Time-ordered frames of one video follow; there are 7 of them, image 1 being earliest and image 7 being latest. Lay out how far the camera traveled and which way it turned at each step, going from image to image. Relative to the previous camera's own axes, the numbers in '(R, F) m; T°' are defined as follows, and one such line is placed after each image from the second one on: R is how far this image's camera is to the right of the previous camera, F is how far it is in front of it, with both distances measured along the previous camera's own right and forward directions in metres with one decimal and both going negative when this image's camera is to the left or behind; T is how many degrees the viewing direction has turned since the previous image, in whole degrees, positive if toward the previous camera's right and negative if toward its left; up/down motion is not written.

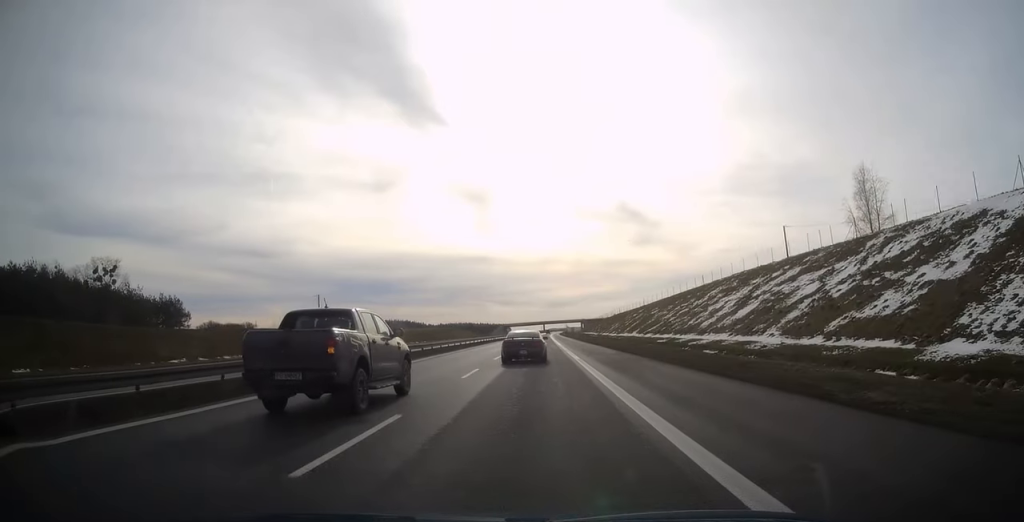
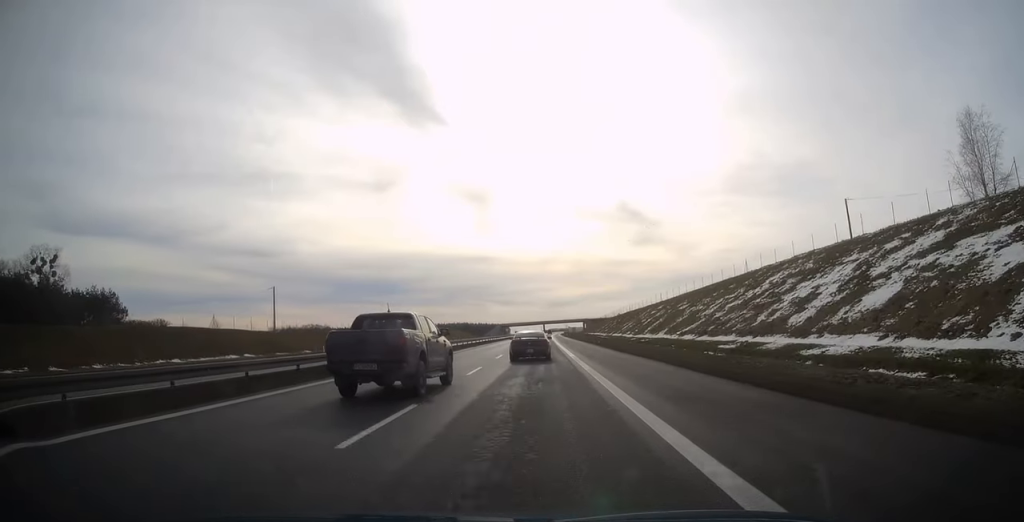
(0.0, +22.5) m; 0°
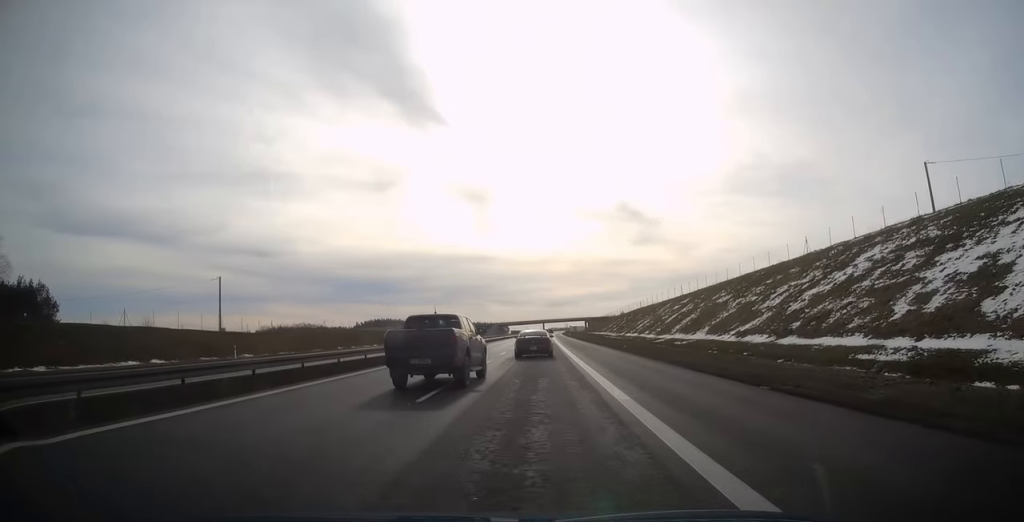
(0.0, +19.4) m; 0°
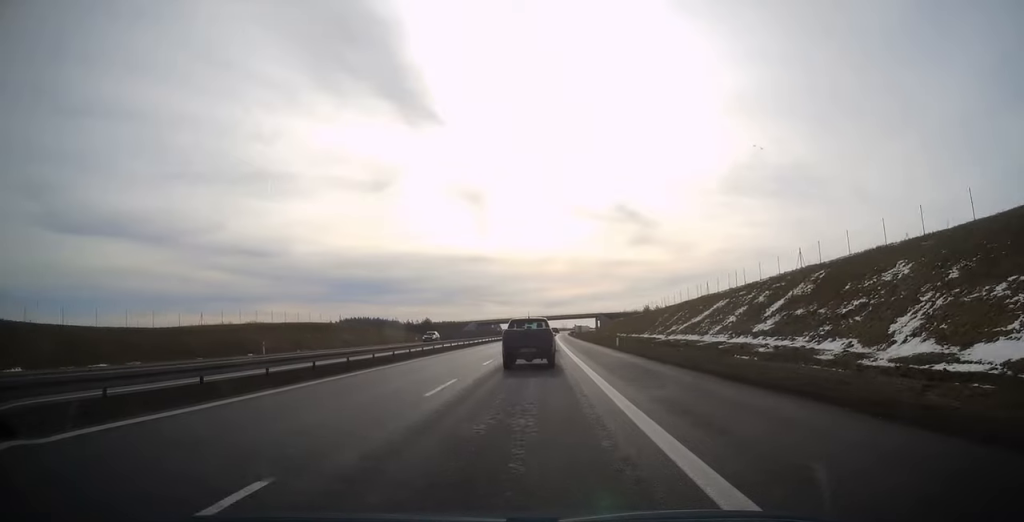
(+0.1, +95.1) m; 0°
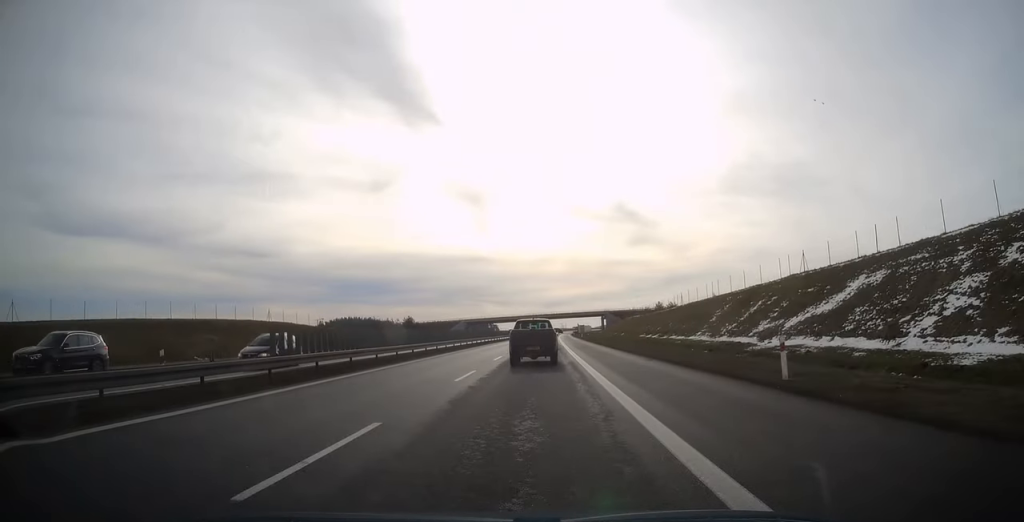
(+0.1, +32.2) m; 0°
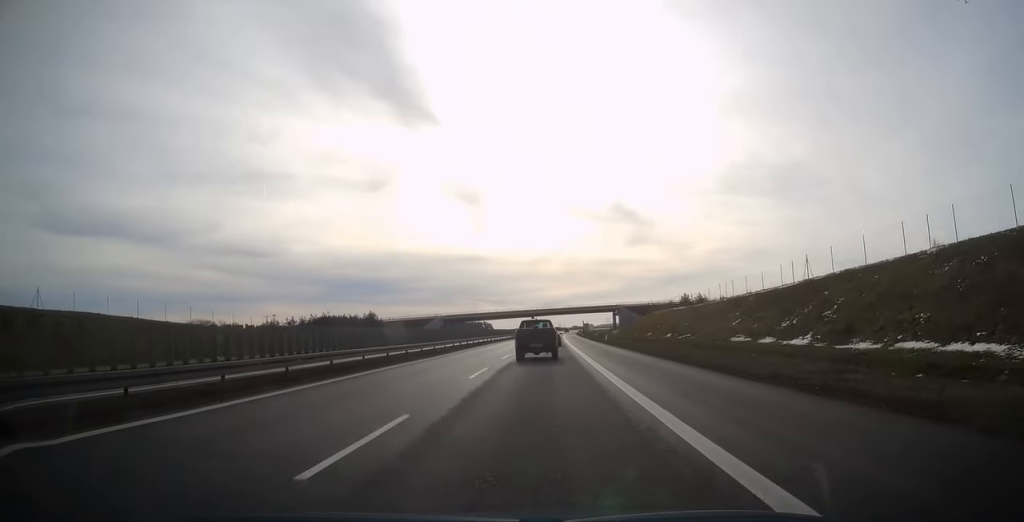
(+0.1, +47.6) m; 0°
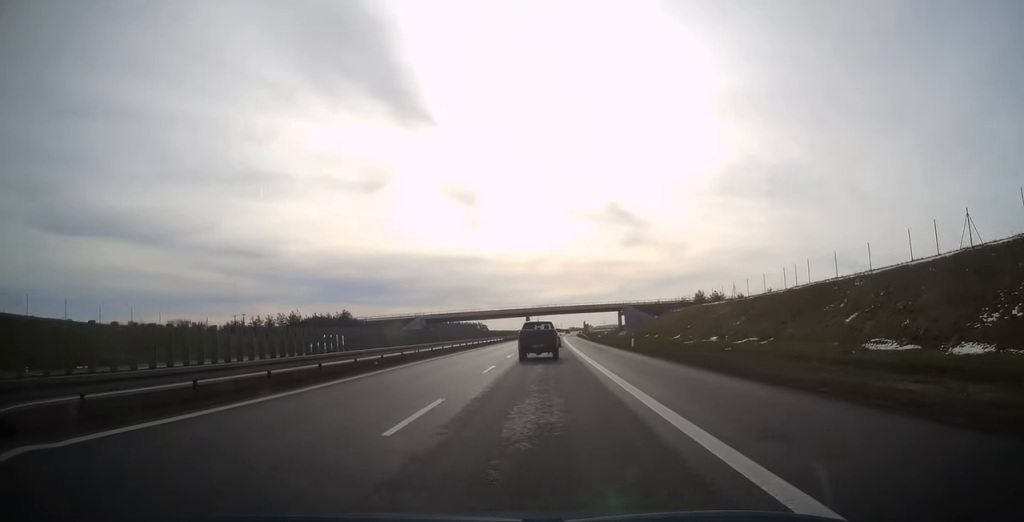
(0.0, +21.4) m; 0°
